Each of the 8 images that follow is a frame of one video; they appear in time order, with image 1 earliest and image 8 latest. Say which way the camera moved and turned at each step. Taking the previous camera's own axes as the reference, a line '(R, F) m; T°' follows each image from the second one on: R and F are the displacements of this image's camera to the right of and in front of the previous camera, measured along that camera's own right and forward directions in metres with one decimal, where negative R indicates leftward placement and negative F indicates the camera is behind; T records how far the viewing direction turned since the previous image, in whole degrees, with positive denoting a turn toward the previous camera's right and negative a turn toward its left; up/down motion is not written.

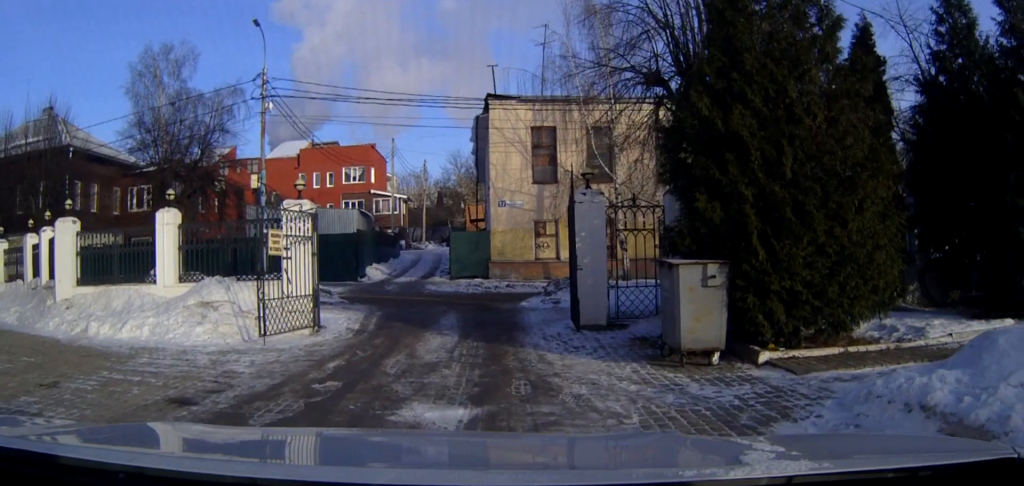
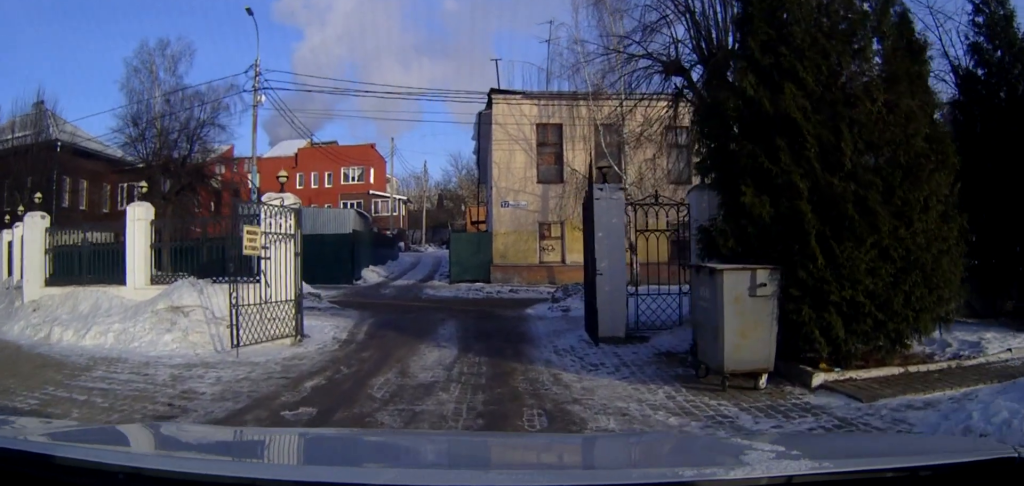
(0.0, +2.0) m; +2°
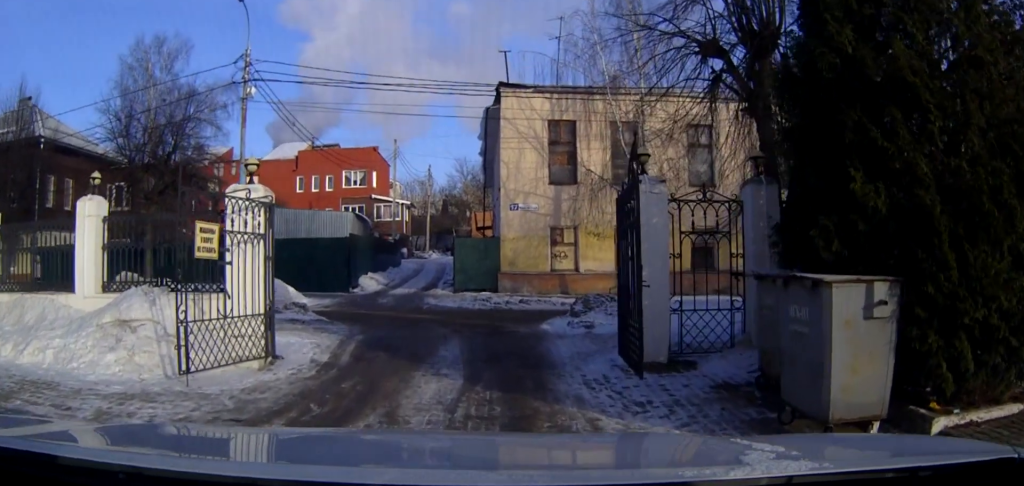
(+0.1, +3.0) m; +3°
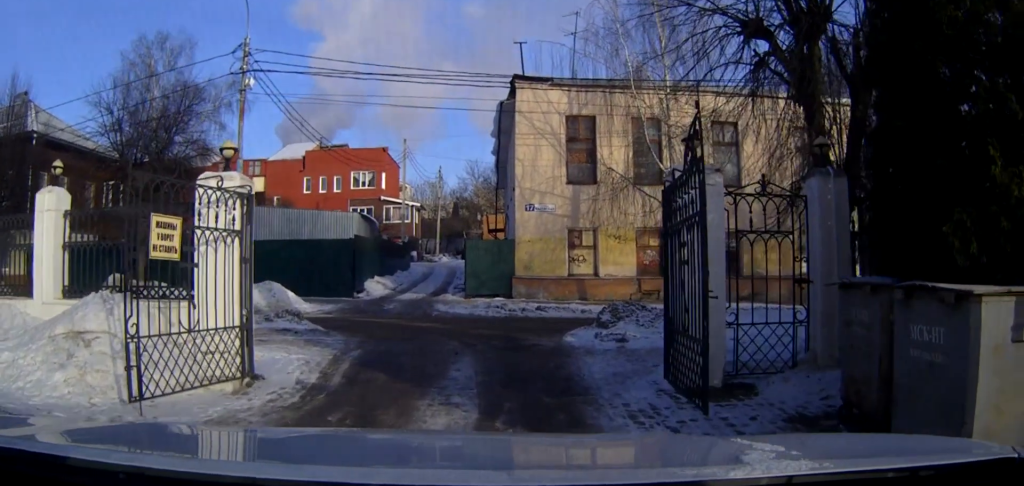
(0.0, +2.4) m; +1°
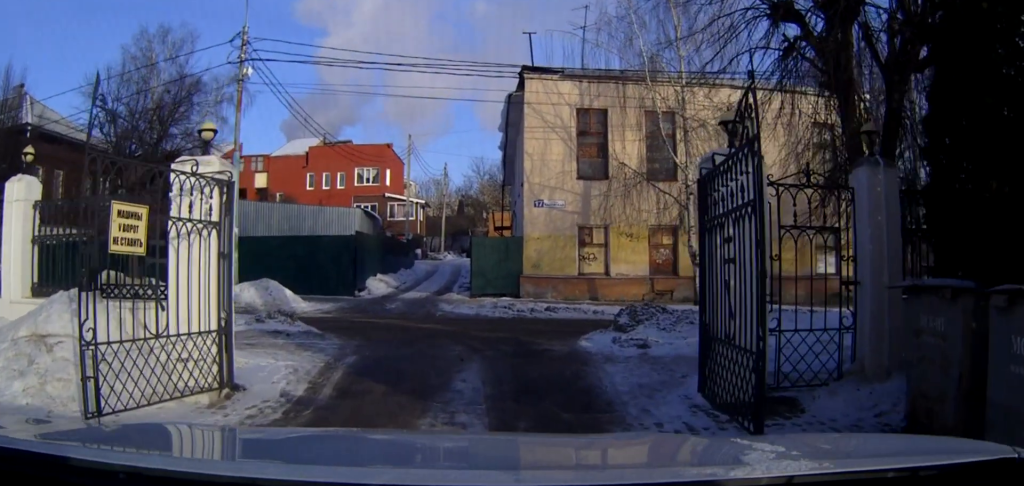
(0.0, +1.7) m; 0°
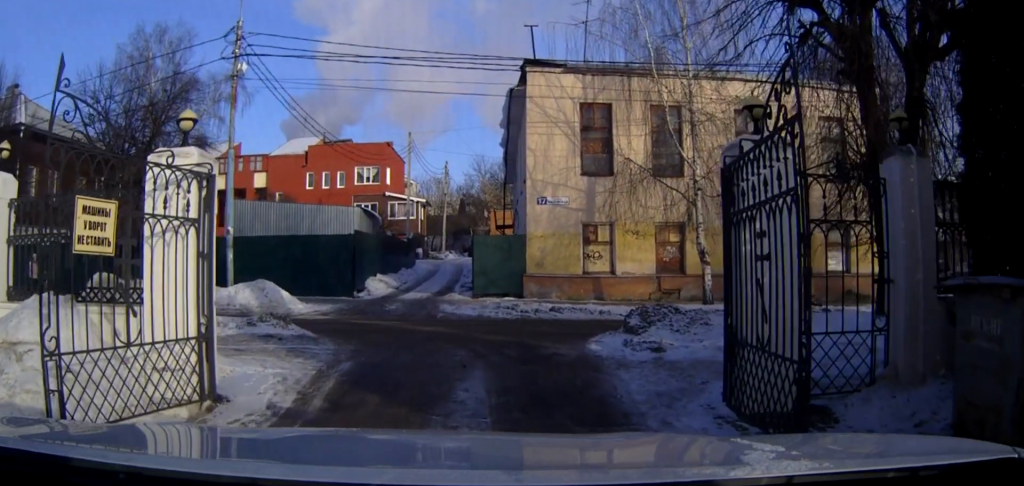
(0.0, +1.0) m; -1°
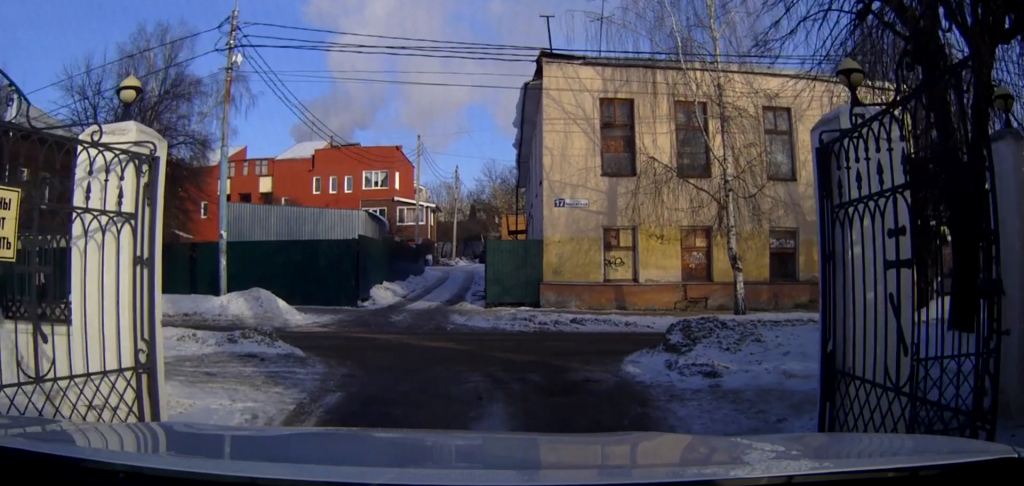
(0.0, +2.9) m; -2°
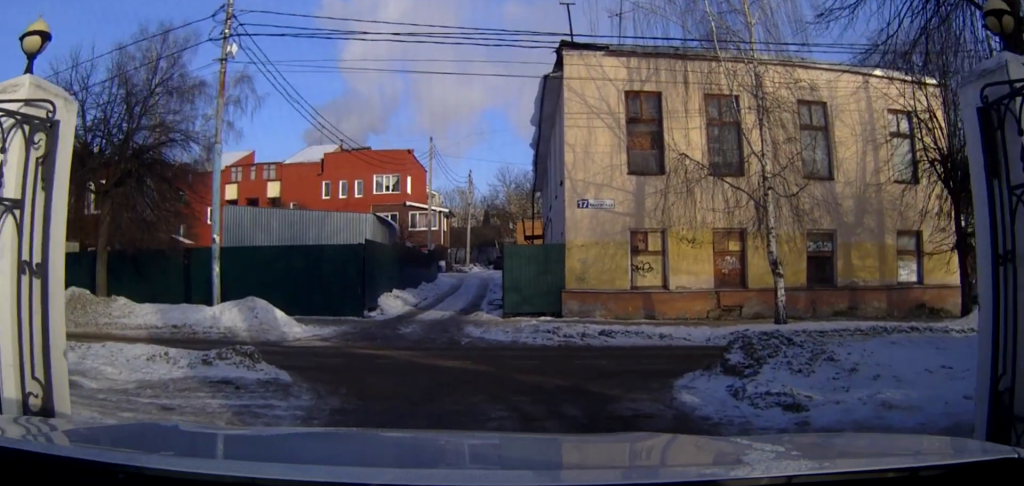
(0.0, +1.5) m; -2°
